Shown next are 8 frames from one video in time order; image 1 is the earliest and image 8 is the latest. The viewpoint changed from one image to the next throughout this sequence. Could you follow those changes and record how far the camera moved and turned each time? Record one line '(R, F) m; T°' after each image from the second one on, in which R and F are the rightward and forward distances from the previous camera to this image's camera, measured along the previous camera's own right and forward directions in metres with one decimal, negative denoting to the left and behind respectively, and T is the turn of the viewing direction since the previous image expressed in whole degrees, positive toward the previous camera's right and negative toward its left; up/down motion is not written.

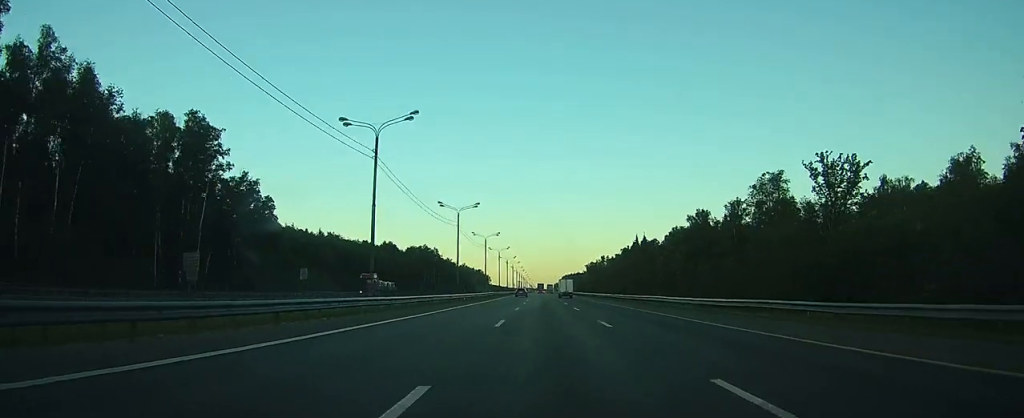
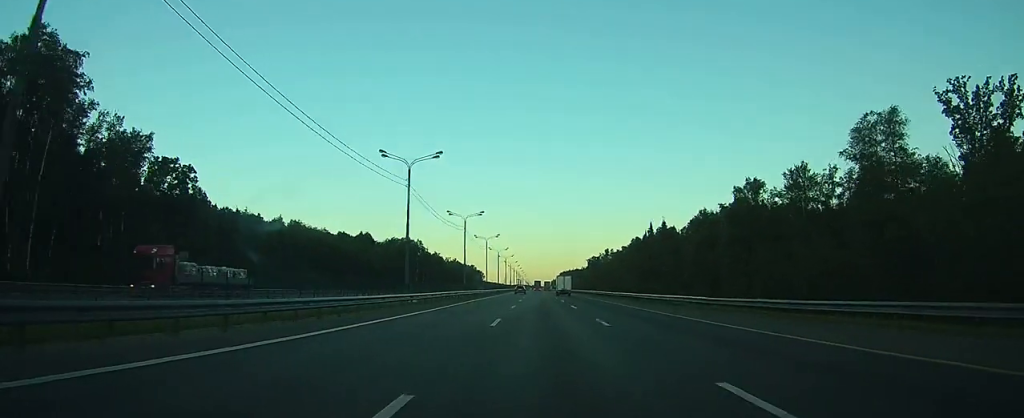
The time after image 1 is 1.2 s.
(0.0, +32.2) m; 0°
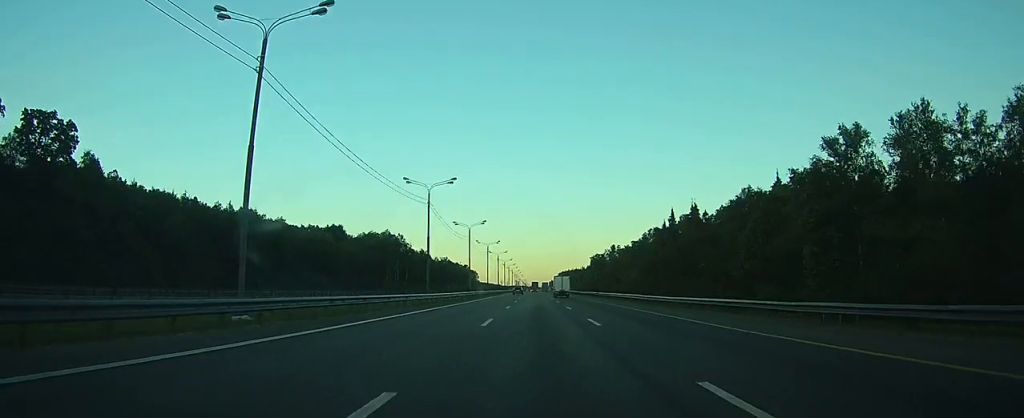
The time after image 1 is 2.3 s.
(-0.1, +31.6) m; 0°
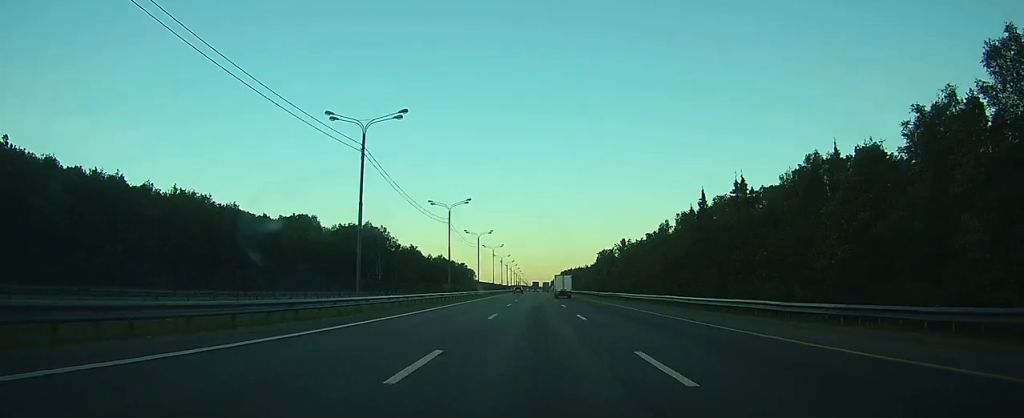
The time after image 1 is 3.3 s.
(0.0, +27.3) m; 0°
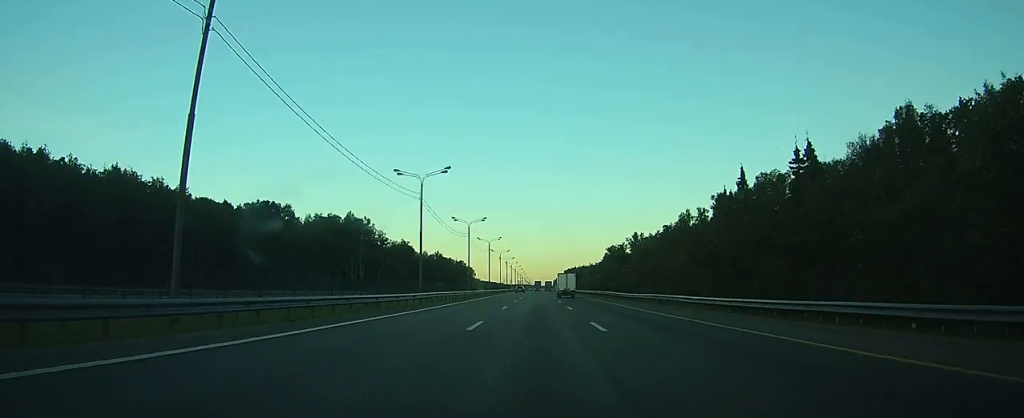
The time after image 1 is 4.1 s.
(0.0, +22.7) m; 0°
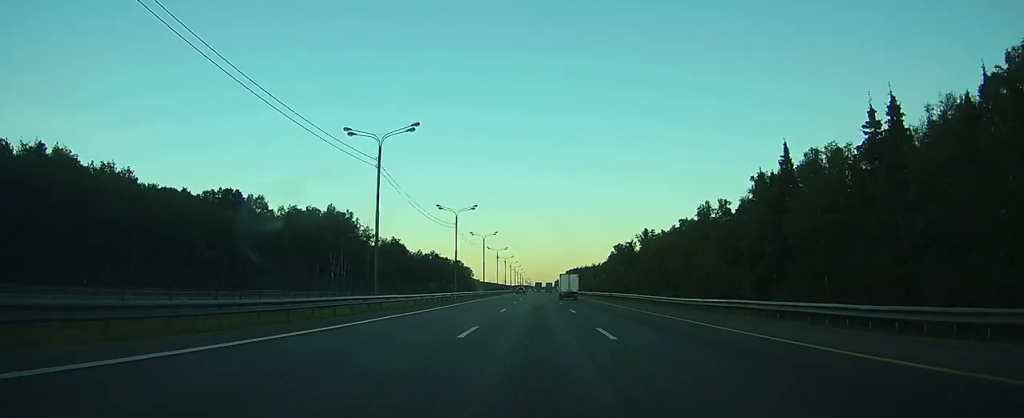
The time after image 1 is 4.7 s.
(0.0, +18.0) m; 0°
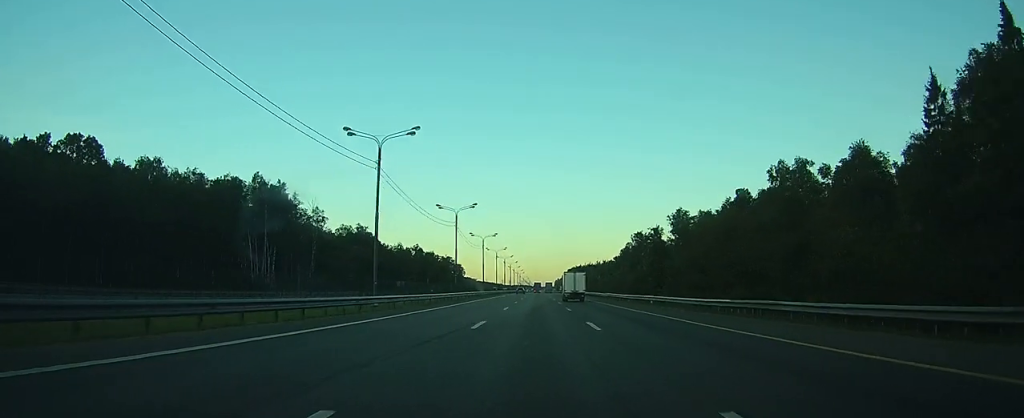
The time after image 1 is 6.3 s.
(-0.1, +44.7) m; 0°
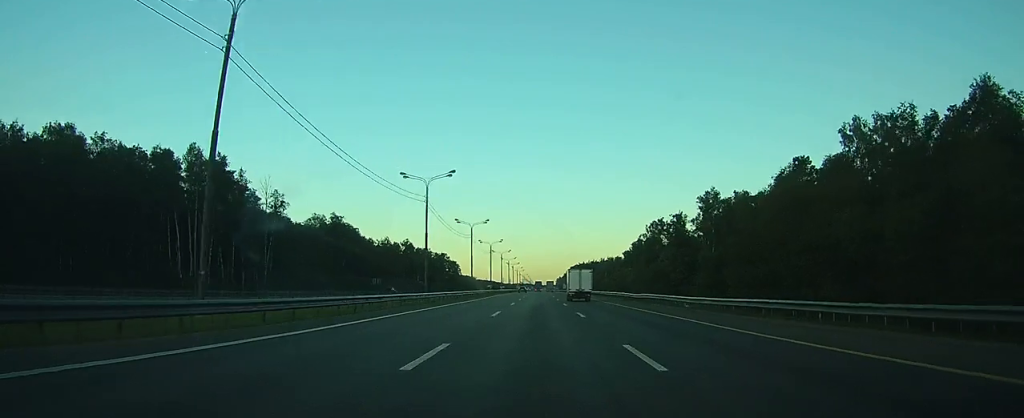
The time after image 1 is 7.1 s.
(0.0, +24.9) m; 0°
